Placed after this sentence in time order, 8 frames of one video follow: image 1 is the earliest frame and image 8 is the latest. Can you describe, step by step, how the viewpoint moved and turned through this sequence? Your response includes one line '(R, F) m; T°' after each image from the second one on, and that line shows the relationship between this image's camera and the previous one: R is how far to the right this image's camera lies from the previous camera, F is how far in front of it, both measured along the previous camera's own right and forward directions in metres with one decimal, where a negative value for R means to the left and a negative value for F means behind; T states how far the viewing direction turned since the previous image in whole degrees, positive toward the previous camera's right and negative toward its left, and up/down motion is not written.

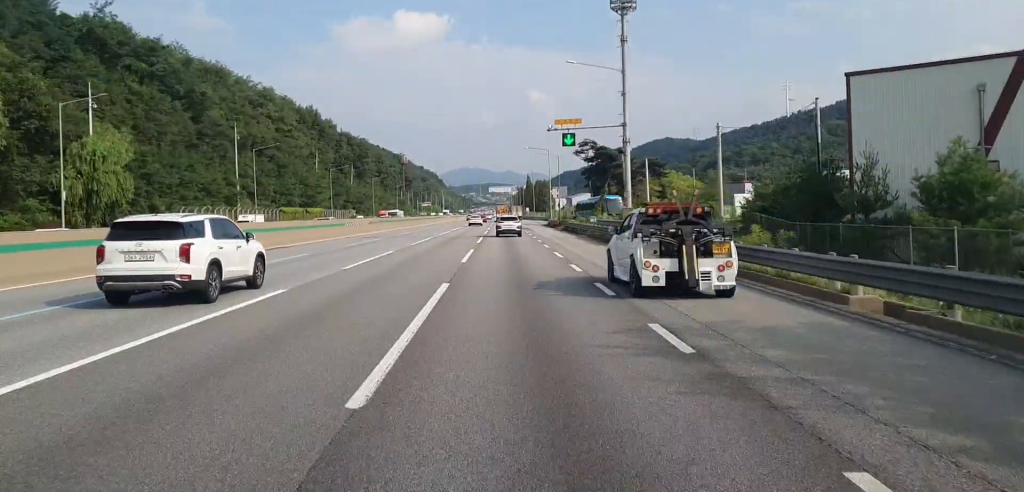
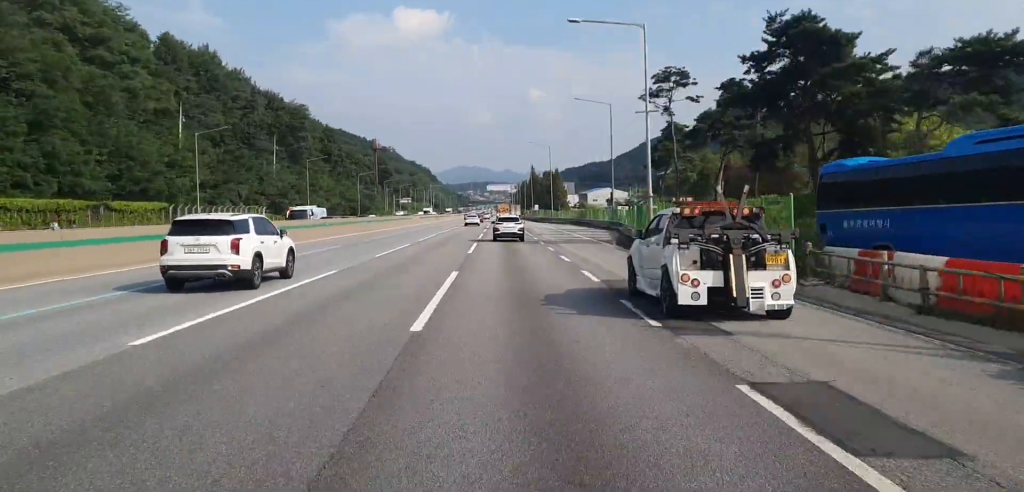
(+0.5, +68.6) m; +1°
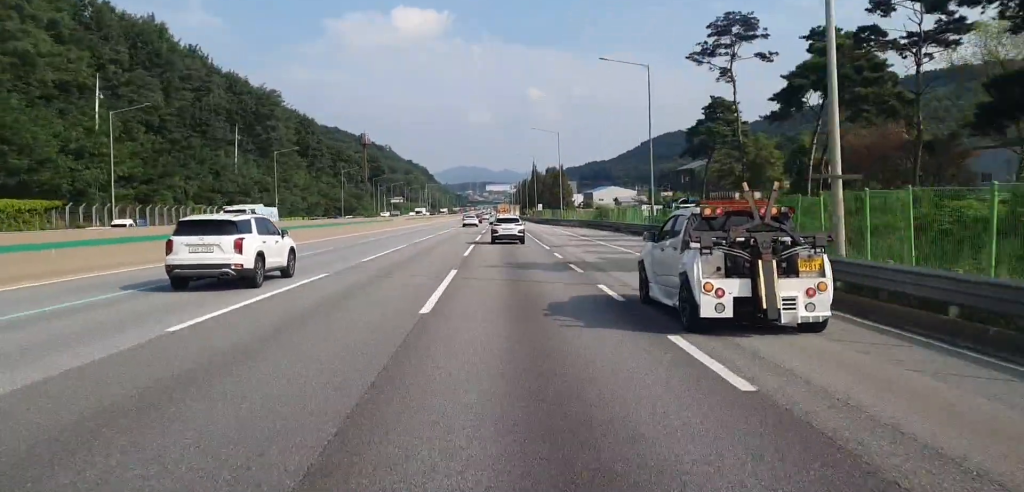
(0.0, +19.4) m; -1°
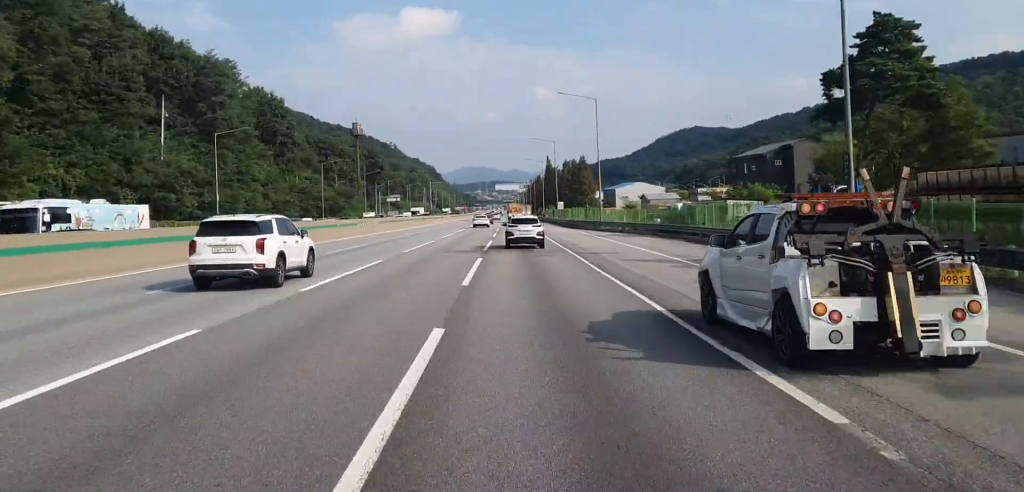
(-0.3, +29.6) m; -1°
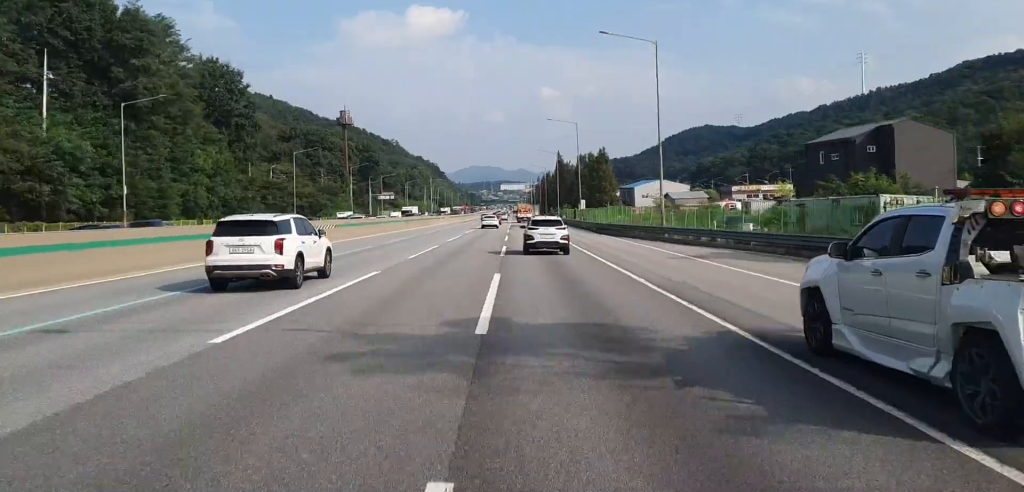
(0.0, +23.8) m; 0°
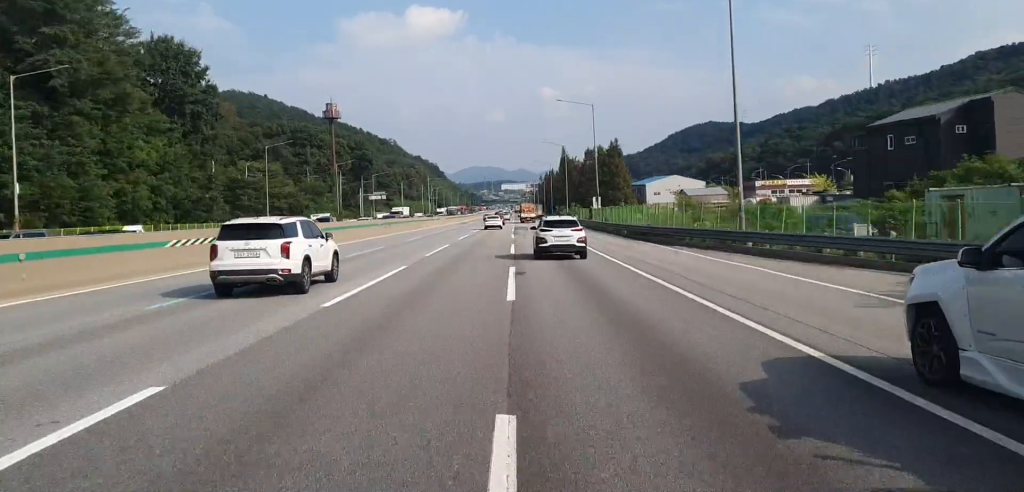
(0.0, +15.0) m; 0°
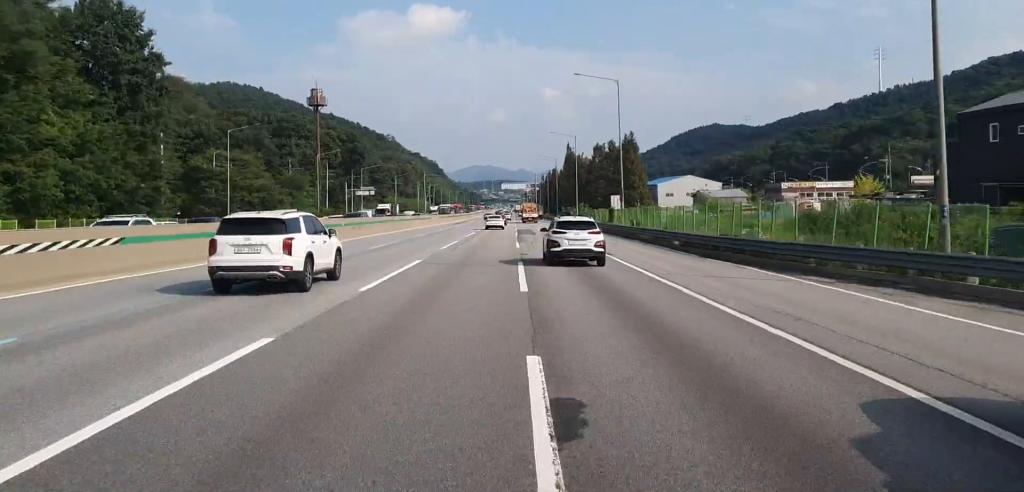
(0.0, +15.0) m; 0°
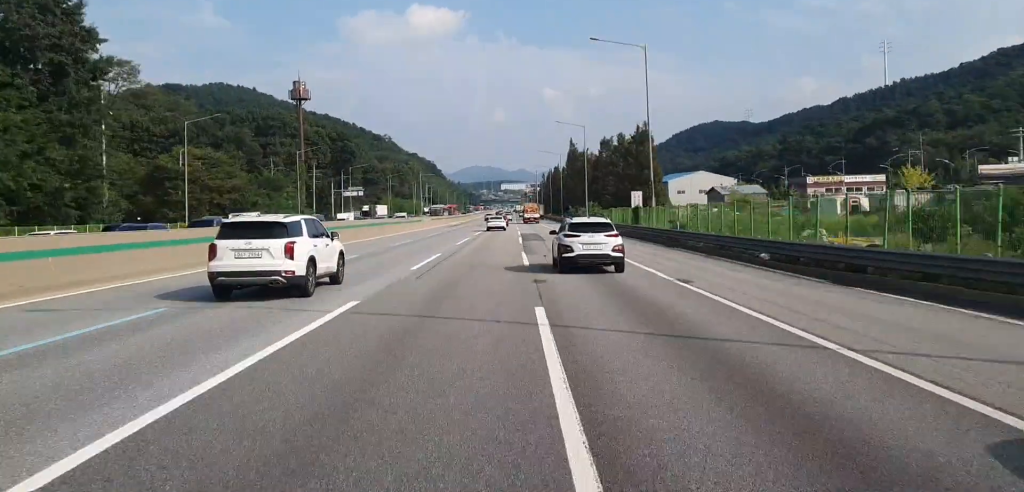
(0.0, +12.3) m; 0°
